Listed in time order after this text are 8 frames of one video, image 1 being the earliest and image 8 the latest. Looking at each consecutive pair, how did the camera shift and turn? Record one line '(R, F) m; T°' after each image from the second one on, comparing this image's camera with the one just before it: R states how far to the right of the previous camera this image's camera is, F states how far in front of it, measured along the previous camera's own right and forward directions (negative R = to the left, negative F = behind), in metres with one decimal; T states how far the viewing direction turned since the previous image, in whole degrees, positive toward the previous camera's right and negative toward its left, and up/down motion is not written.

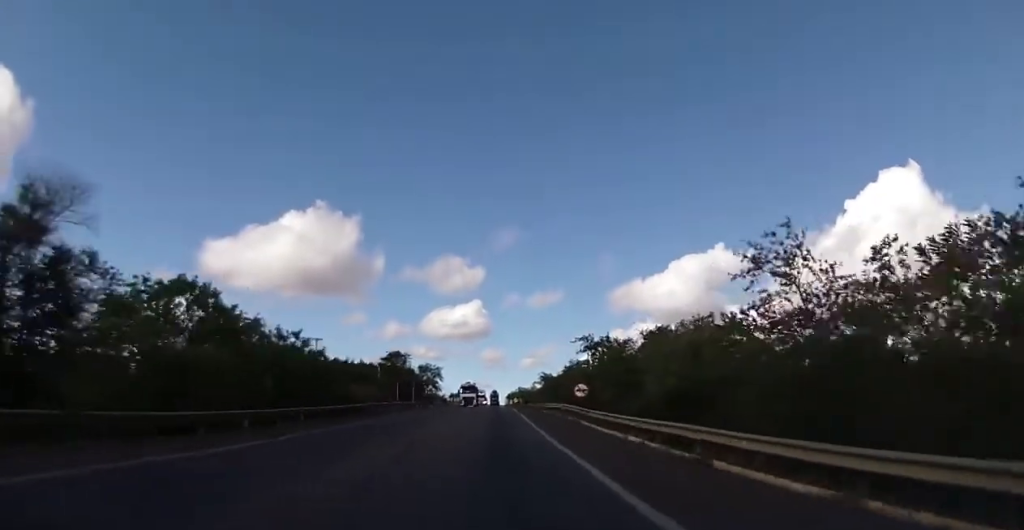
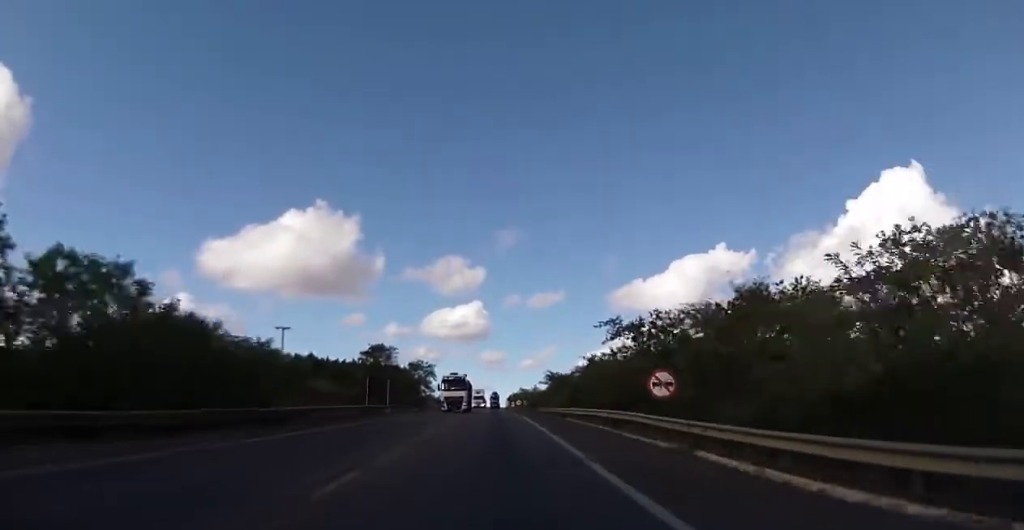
(+0.1, +22.2) m; 0°
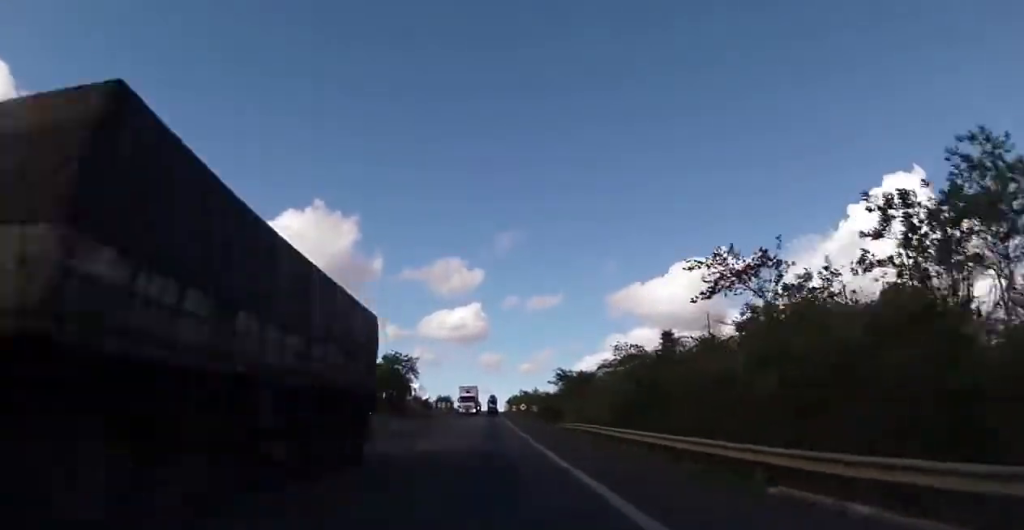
(-0.3, +36.2) m; -1°
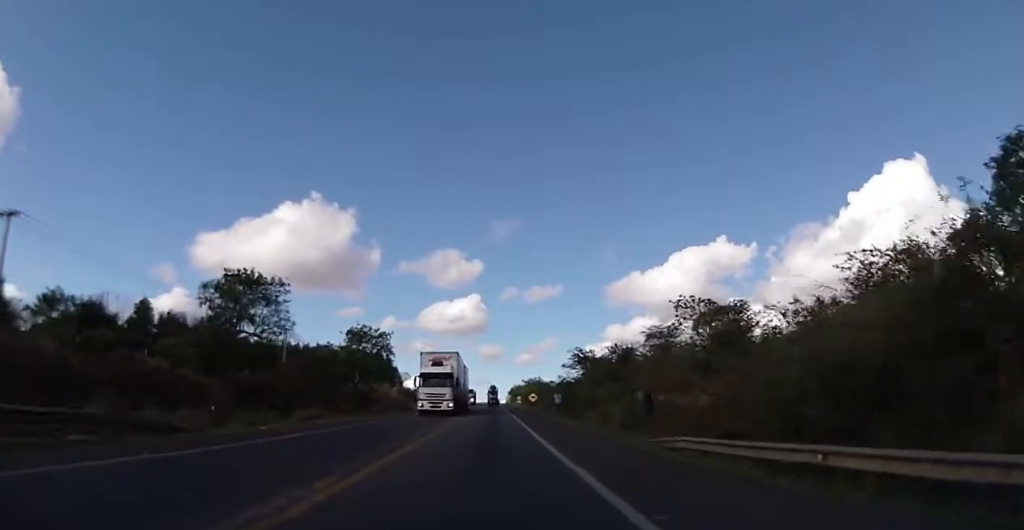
(+0.1, +32.2) m; +1°
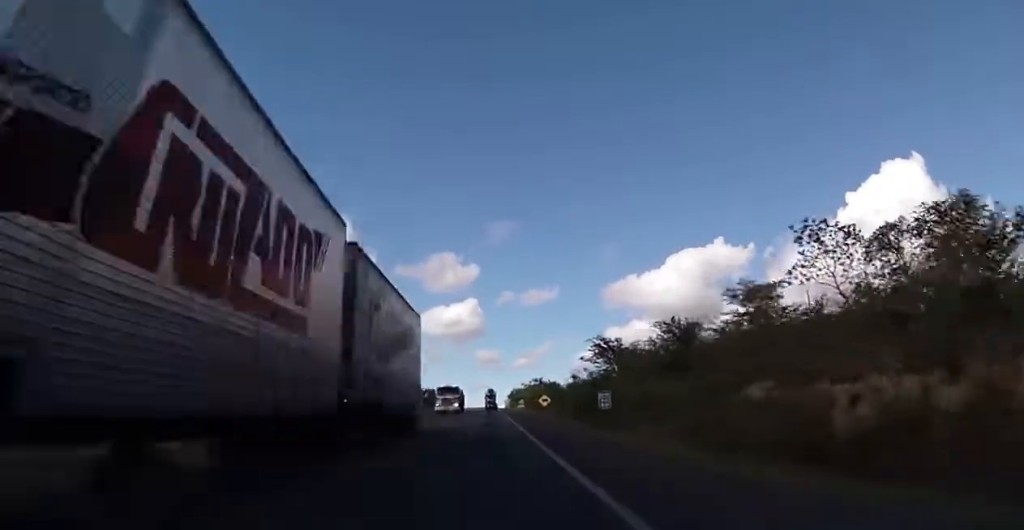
(+0.1, +26.7) m; 0°
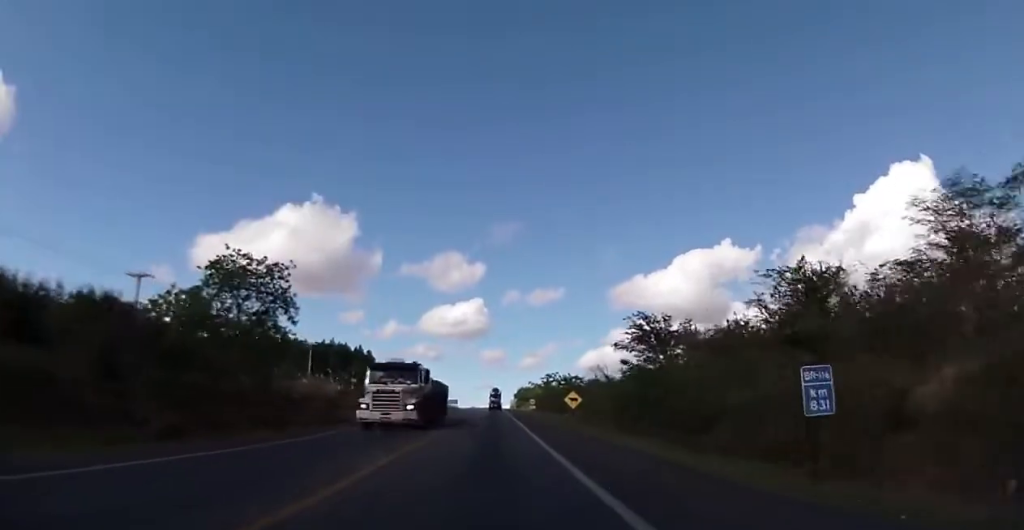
(-0.2, +22.5) m; 0°
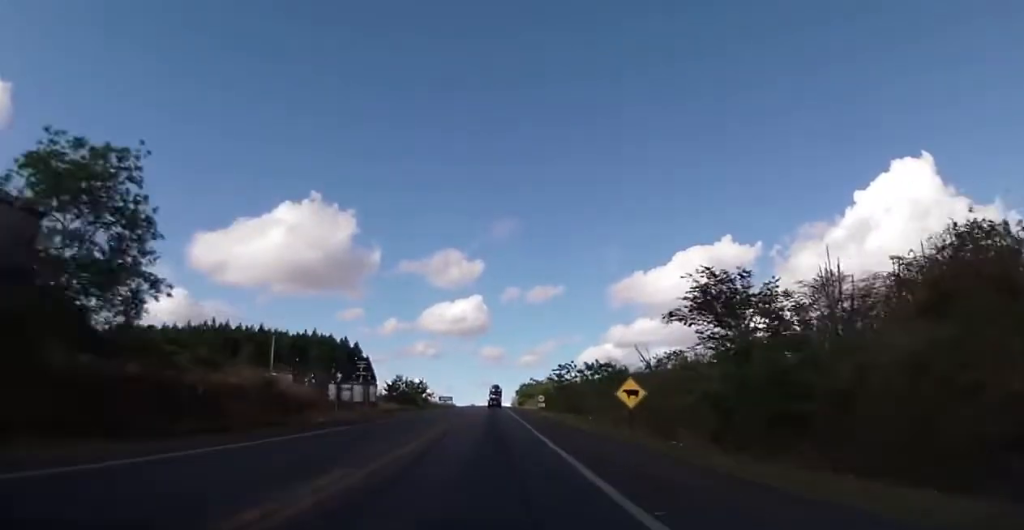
(+0.1, +21.9) m; 0°
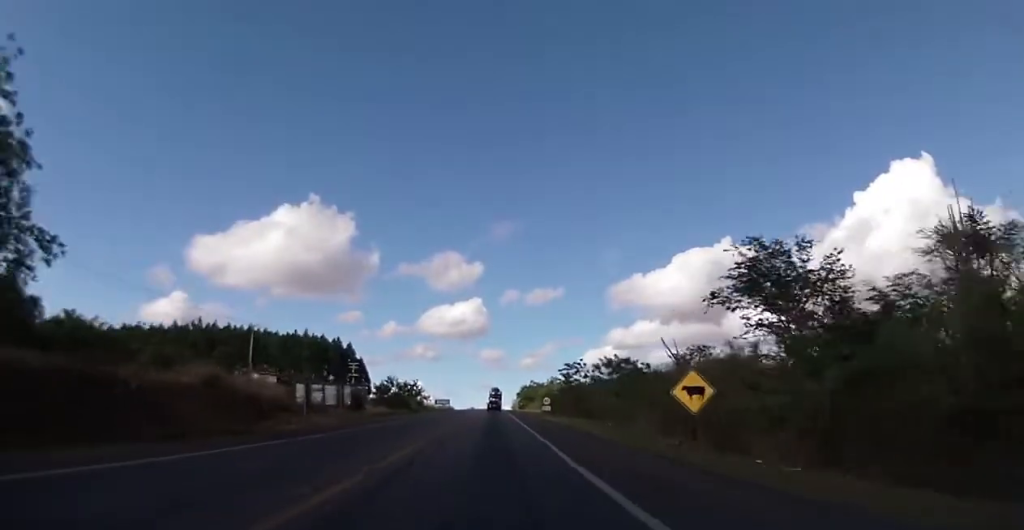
(+0.2, +9.6) m; 0°
